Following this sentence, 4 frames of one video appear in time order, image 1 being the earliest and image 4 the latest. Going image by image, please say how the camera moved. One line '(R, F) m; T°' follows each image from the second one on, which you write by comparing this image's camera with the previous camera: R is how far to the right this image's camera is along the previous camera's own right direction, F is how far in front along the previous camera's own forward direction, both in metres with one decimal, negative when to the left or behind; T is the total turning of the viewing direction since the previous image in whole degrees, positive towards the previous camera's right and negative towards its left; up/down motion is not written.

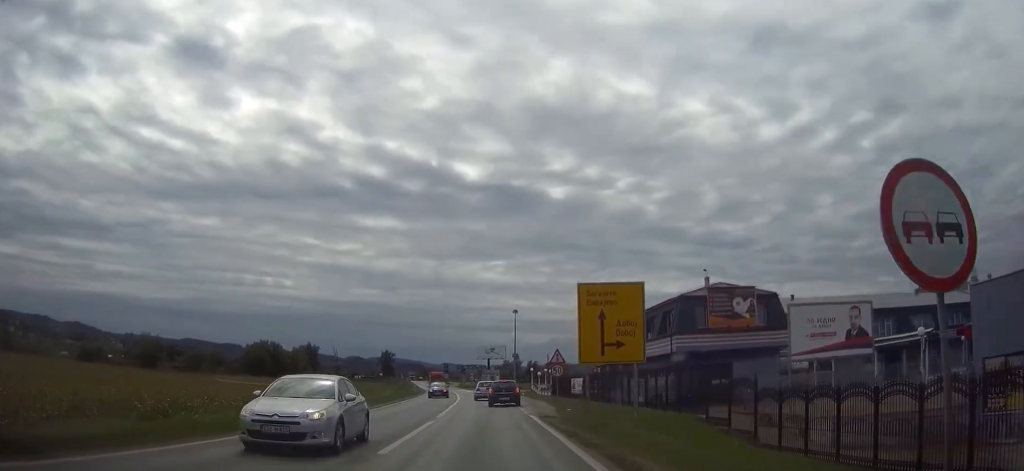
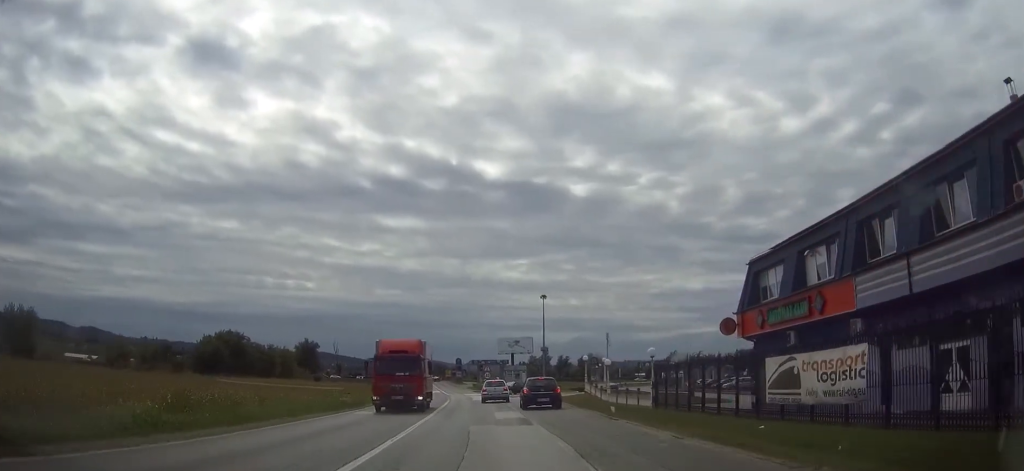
(-0.7, +45.0) m; -2°
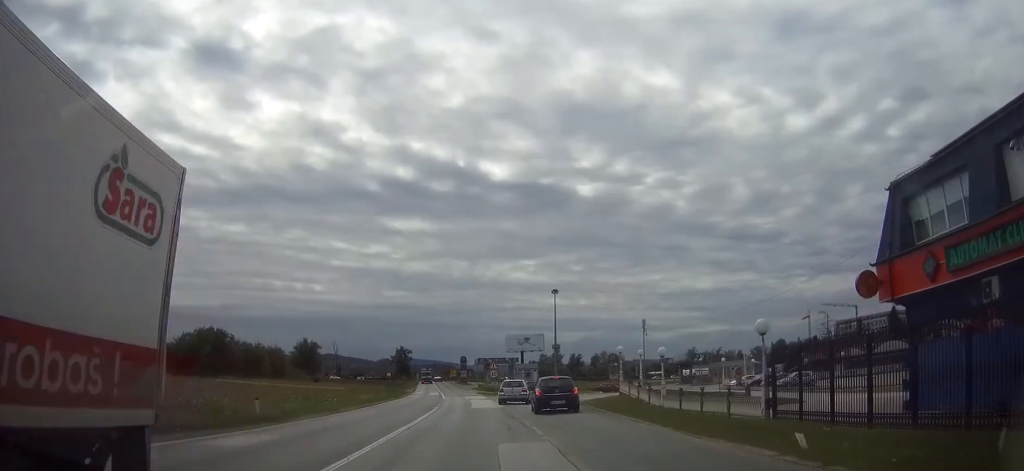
(-0.1, +15.3) m; -1°
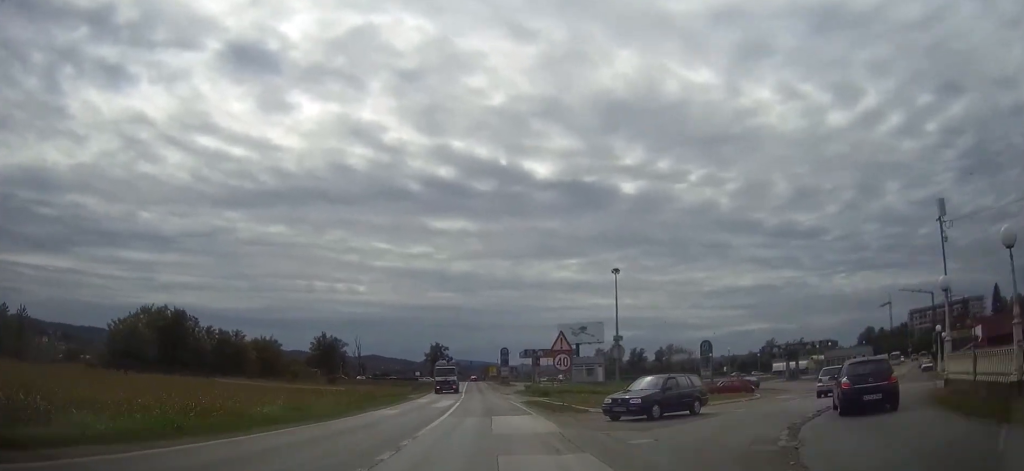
(-1.3, +38.9) m; -3°
